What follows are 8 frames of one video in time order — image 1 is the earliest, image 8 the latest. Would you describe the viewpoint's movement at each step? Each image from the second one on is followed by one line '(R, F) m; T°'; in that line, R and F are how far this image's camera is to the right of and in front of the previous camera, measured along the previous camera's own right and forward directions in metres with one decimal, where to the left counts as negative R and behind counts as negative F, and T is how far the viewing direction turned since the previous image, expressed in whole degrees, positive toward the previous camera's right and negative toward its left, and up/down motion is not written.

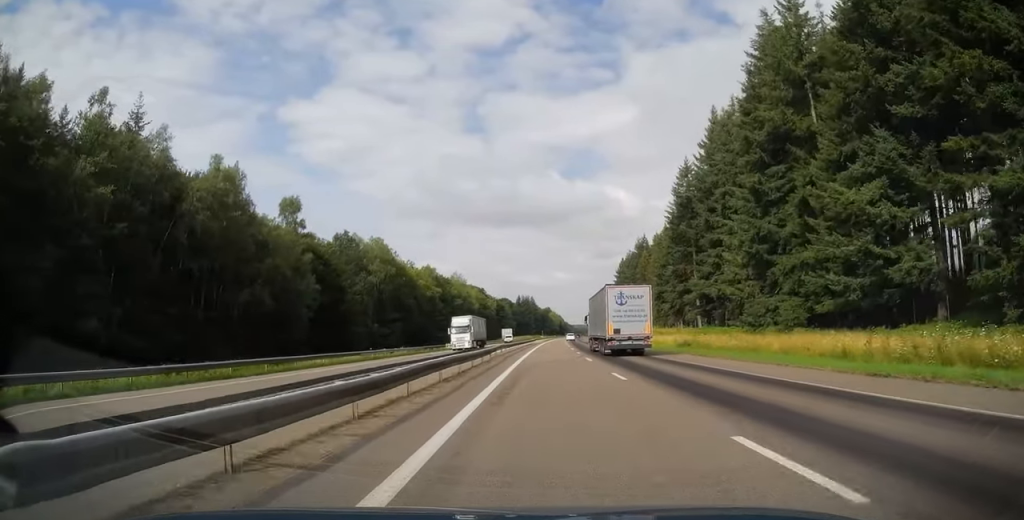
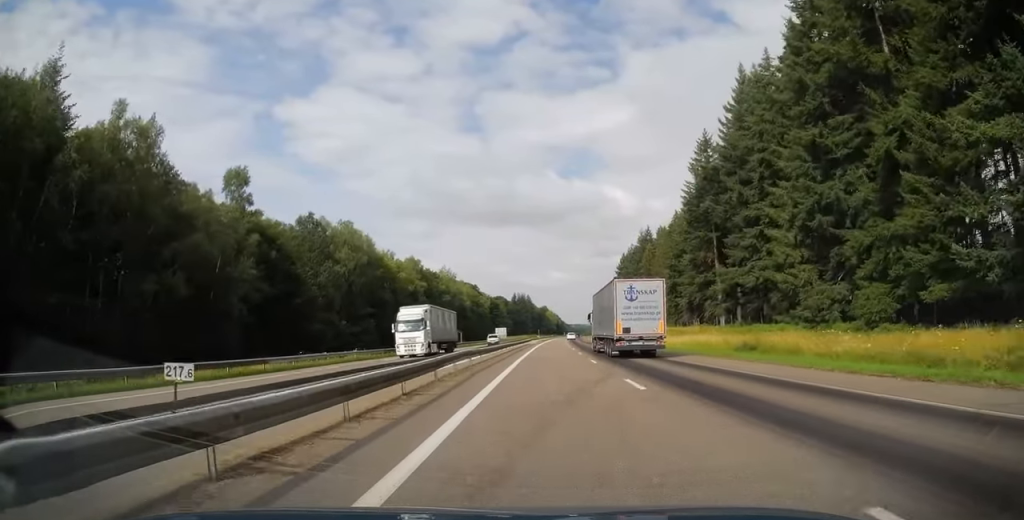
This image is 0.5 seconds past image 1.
(0.0, +16.1) m; 0°
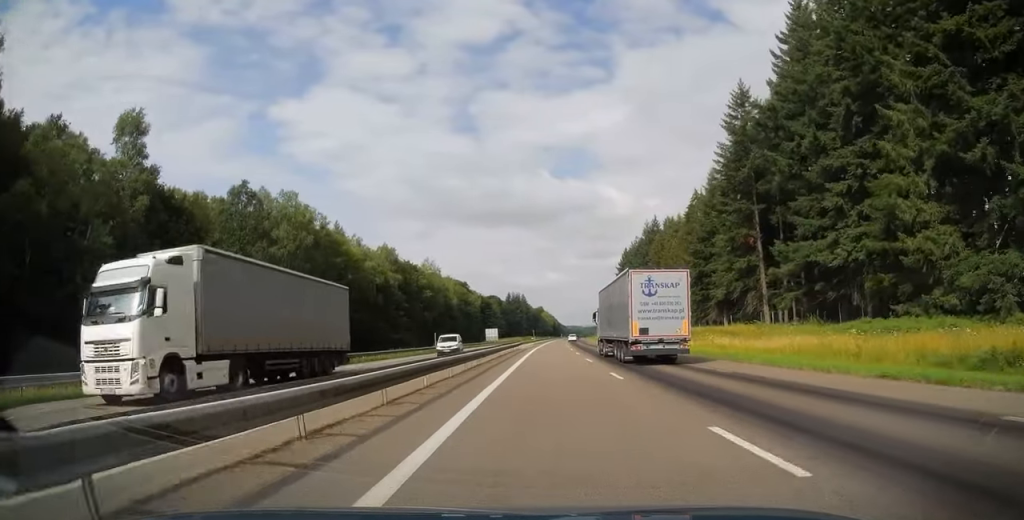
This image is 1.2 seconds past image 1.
(0.0, +21.5) m; 0°
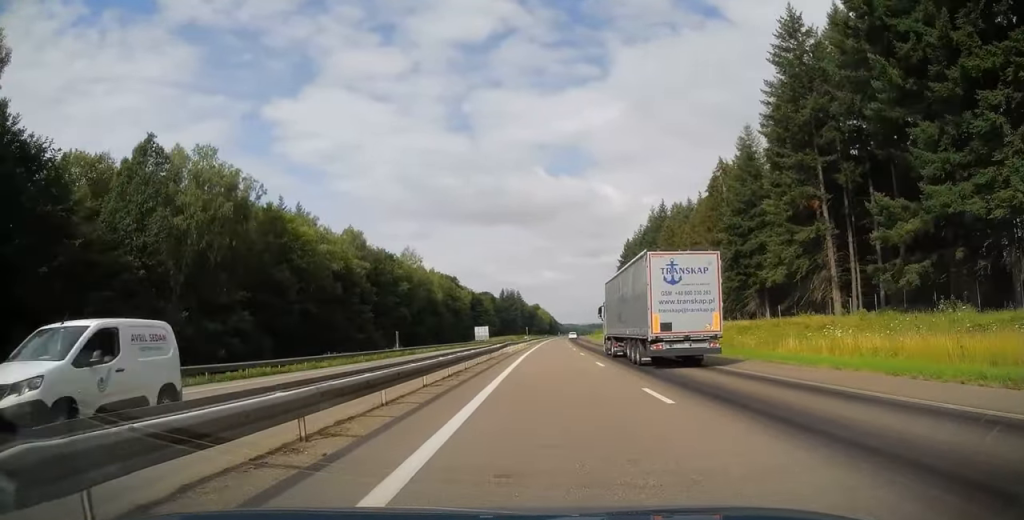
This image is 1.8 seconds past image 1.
(0.0, +19.9) m; 0°
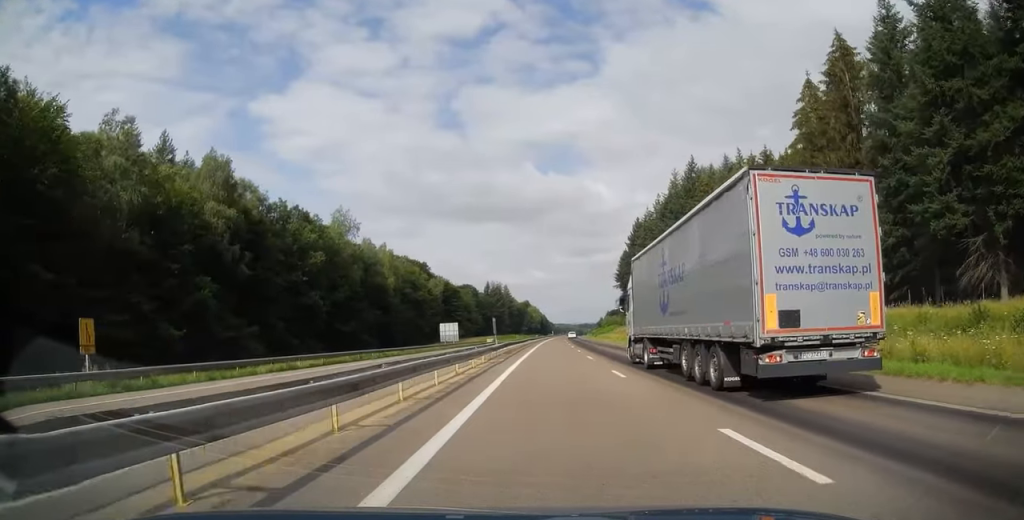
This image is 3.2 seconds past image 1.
(+0.4, +44.5) m; +1°
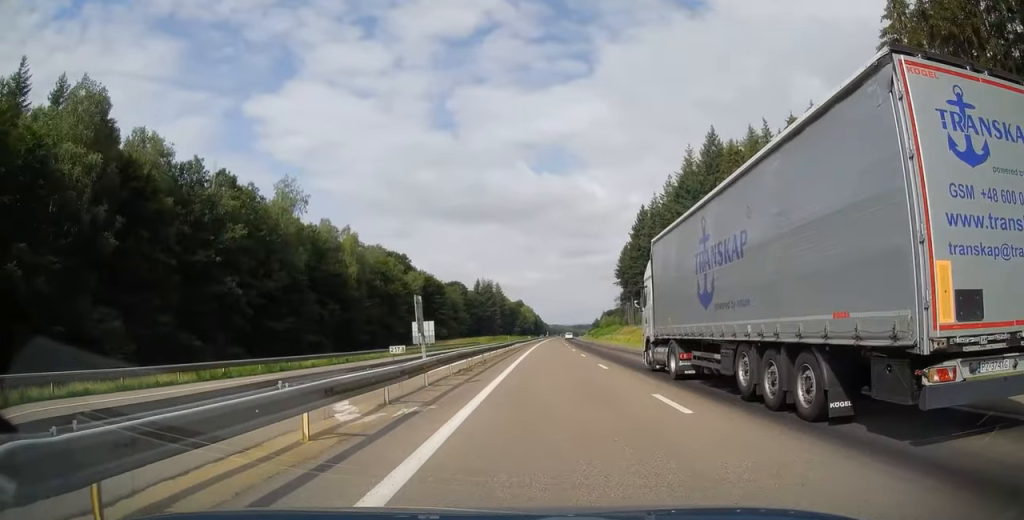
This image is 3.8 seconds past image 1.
(+0.1, +20.8) m; 0°
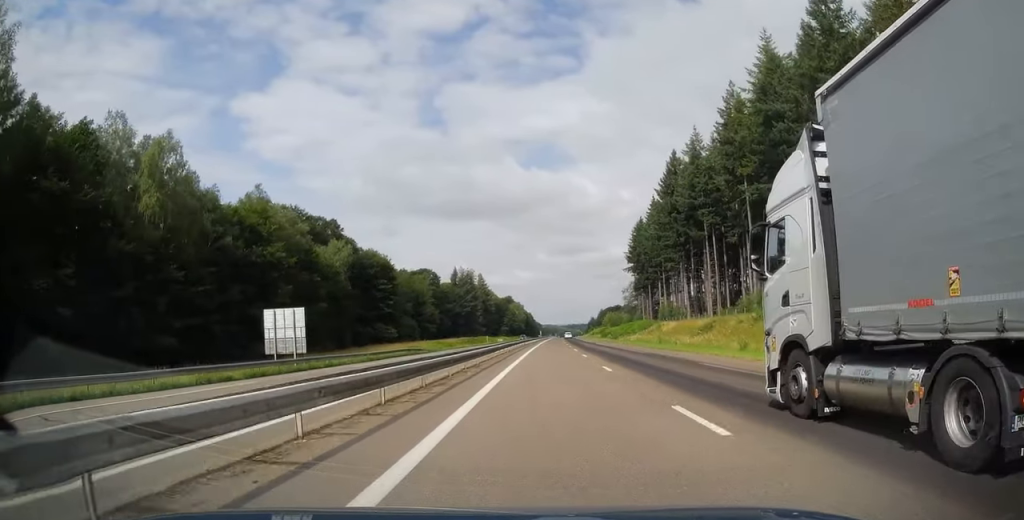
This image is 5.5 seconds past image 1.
(+0.5, +52.9) m; 0°
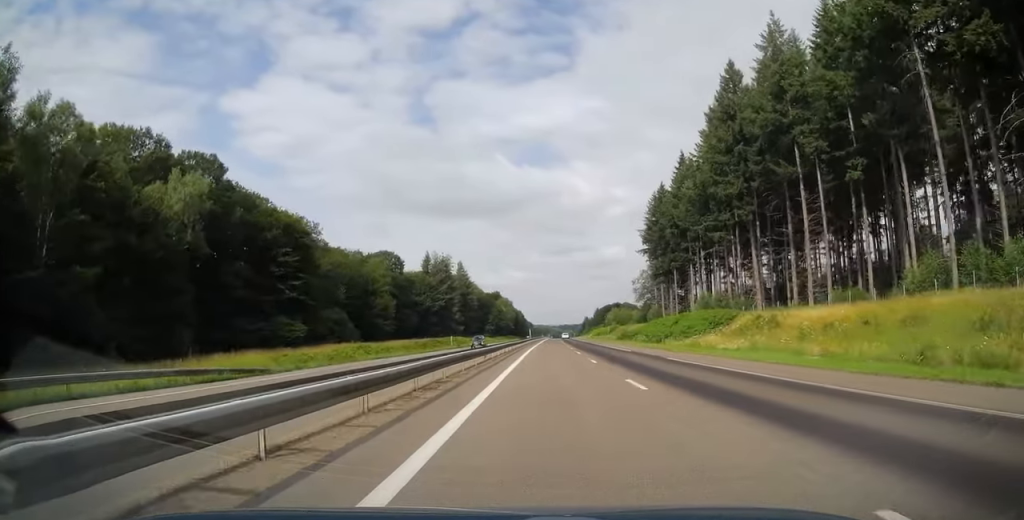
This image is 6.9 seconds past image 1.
(+0.4, +44.5) m; +1°
